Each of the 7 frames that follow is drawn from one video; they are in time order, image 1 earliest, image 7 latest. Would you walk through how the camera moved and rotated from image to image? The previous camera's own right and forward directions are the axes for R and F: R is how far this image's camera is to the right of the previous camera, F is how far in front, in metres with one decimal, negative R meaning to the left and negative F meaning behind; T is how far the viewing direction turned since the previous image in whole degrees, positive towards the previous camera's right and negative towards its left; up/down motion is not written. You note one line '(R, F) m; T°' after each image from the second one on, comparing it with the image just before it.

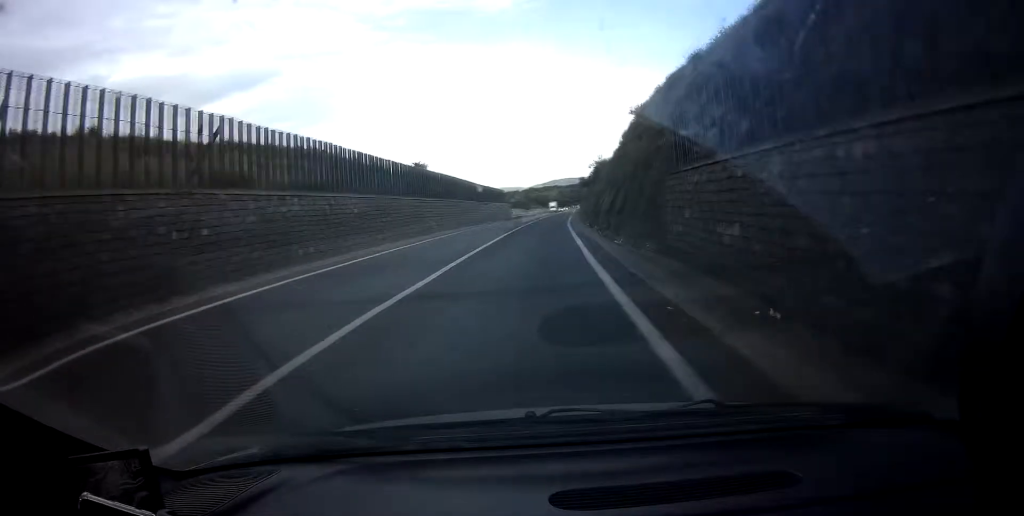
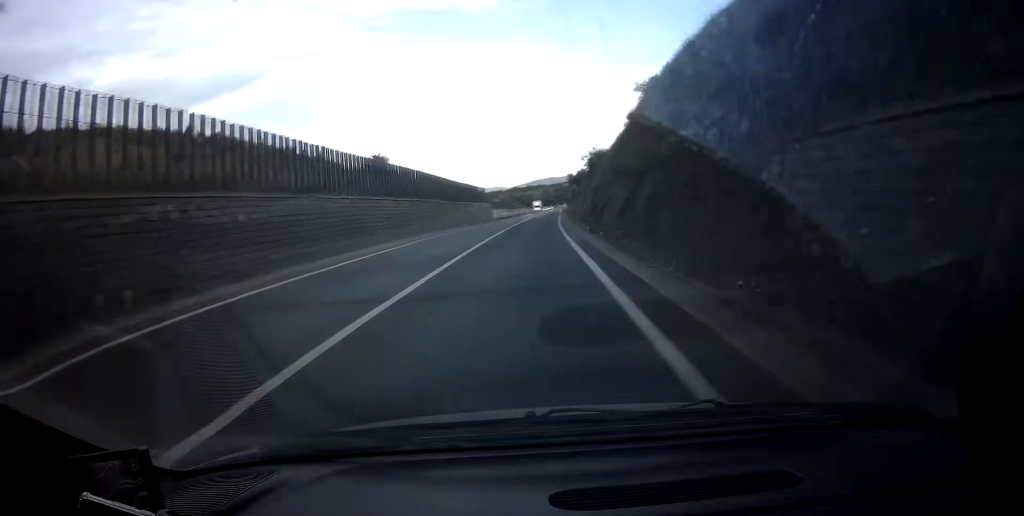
(+0.1, +10.1) m; +1°
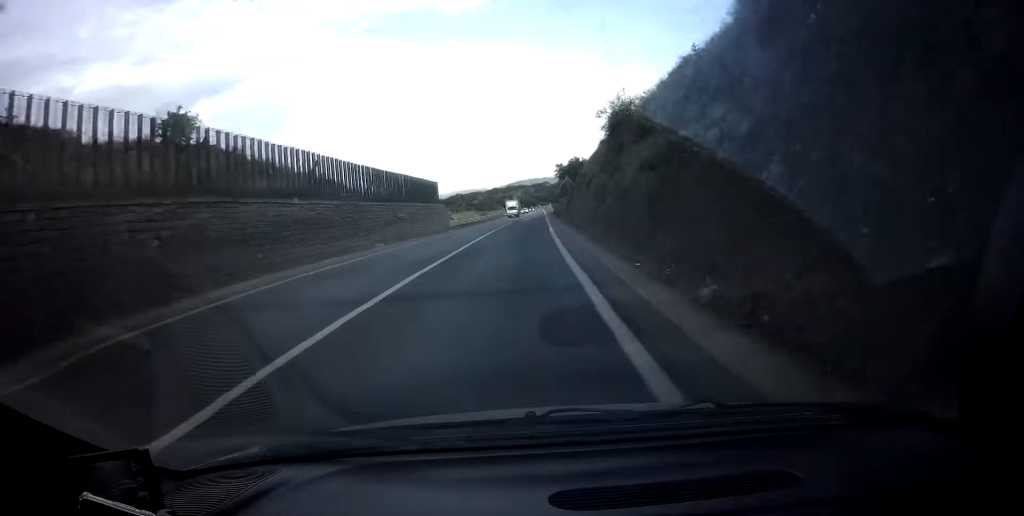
(+0.2, +25.6) m; +1°
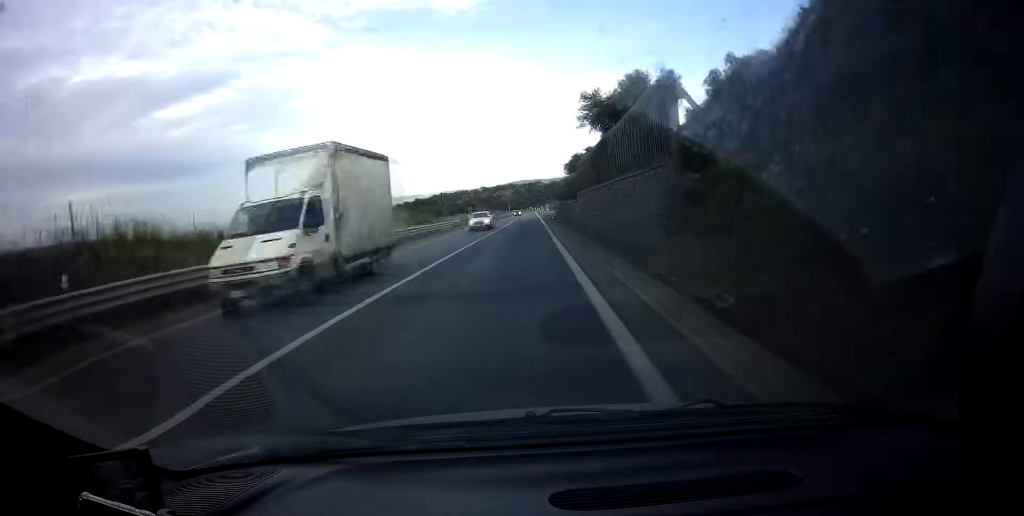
(+0.3, +49.9) m; 0°
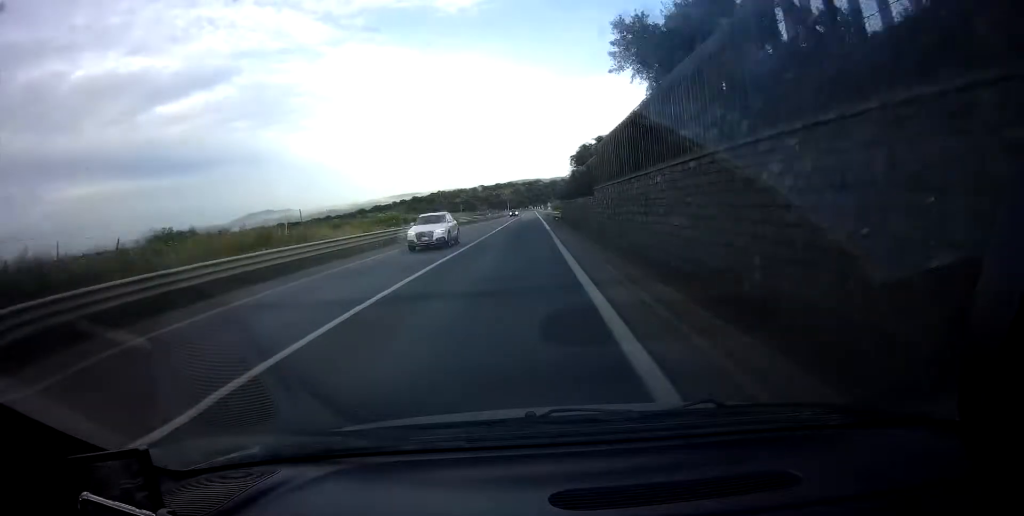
(+0.1, +12.6) m; 0°
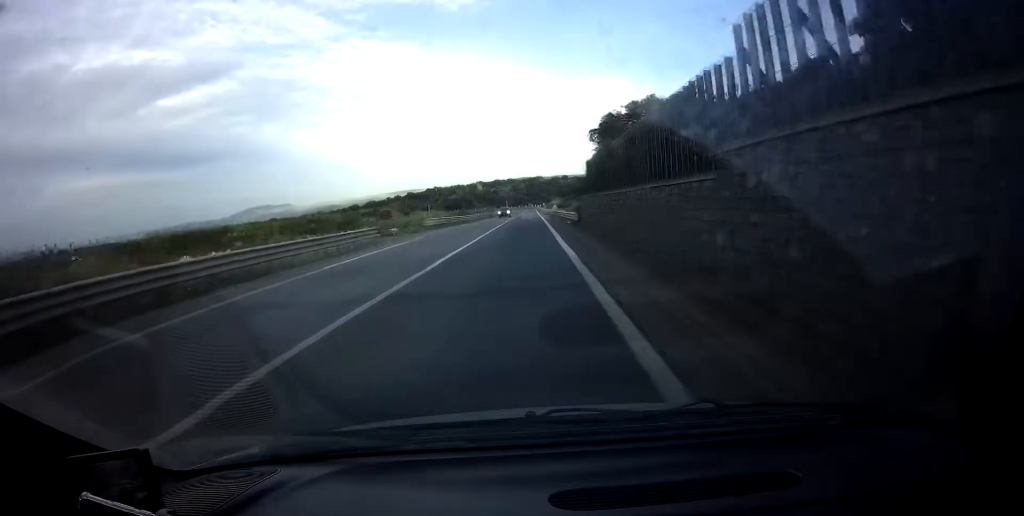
(0.0, +21.1) m; 0°
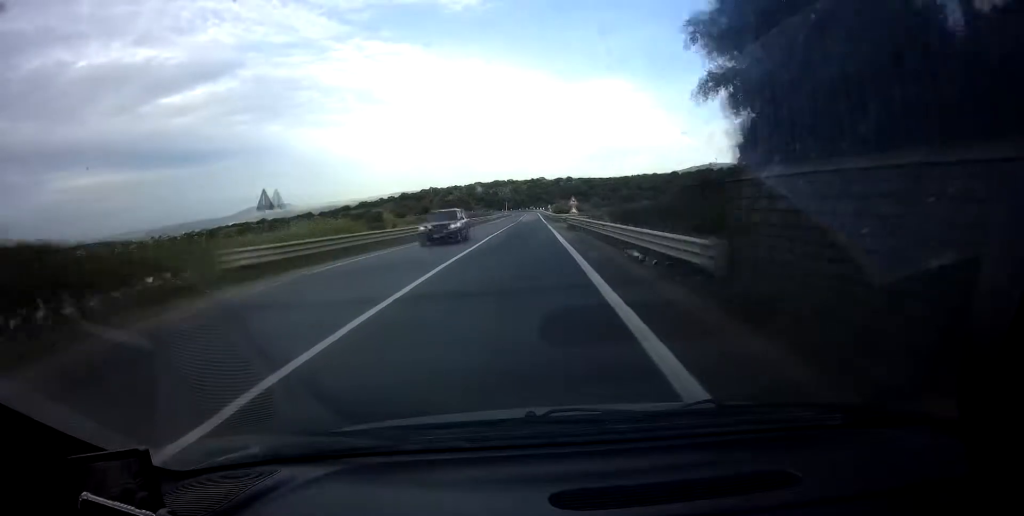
(-0.1, +28.7) m; 0°
